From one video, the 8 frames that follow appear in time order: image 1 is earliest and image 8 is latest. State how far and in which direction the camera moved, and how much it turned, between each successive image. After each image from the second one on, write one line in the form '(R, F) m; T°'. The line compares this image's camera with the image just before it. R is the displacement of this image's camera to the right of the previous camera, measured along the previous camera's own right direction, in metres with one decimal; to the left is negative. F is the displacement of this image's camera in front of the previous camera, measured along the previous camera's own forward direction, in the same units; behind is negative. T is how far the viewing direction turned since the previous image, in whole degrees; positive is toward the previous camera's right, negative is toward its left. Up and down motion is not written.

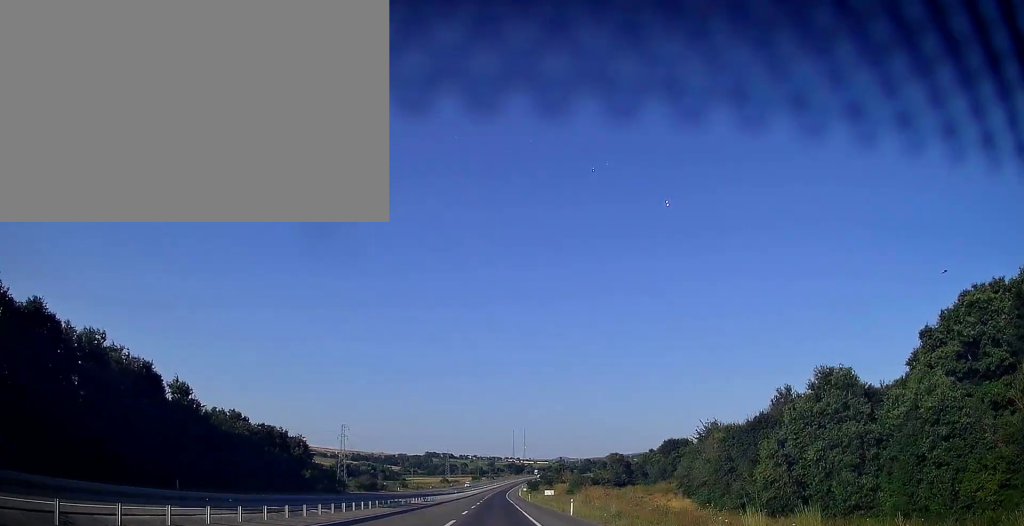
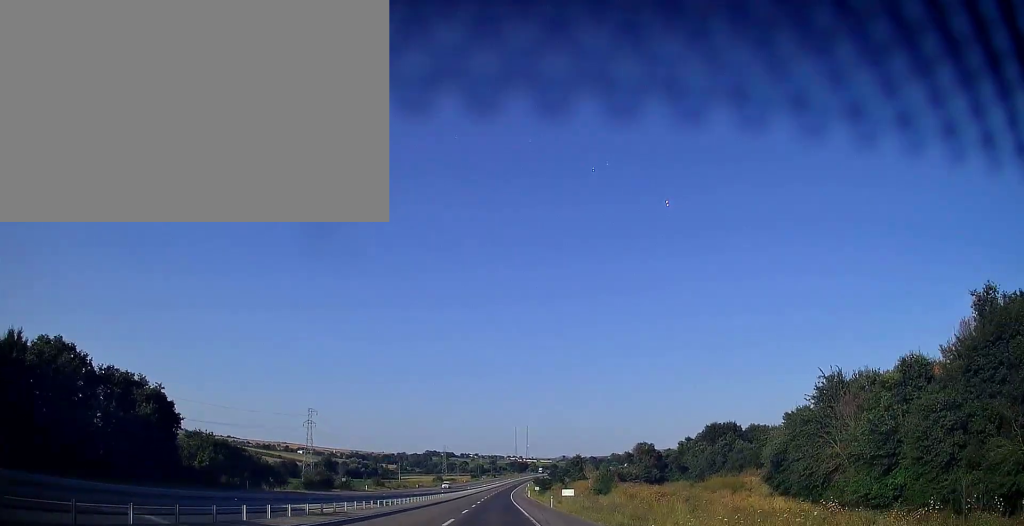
(+0.1, +36.2) m; 0°
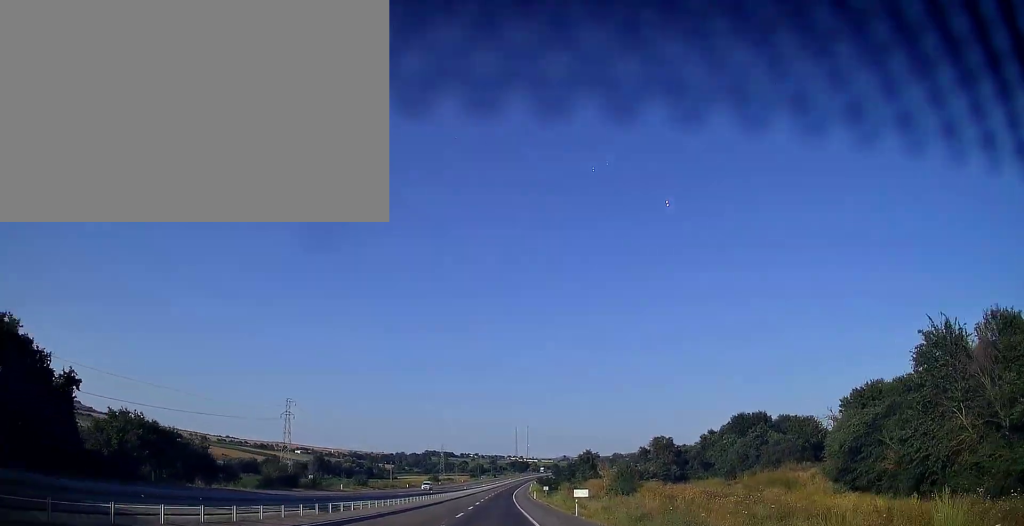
(-0.1, +16.7) m; 0°
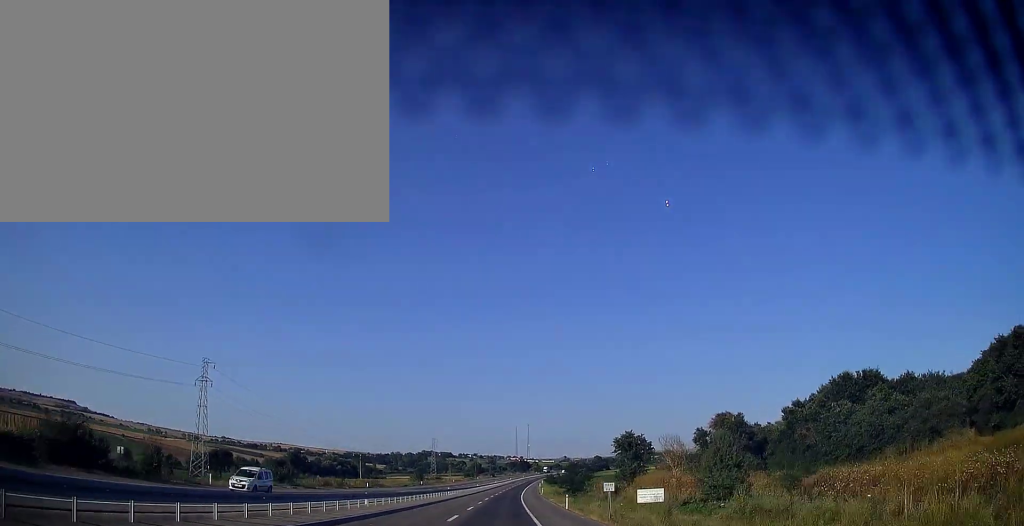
(0.0, +40.2) m; 0°
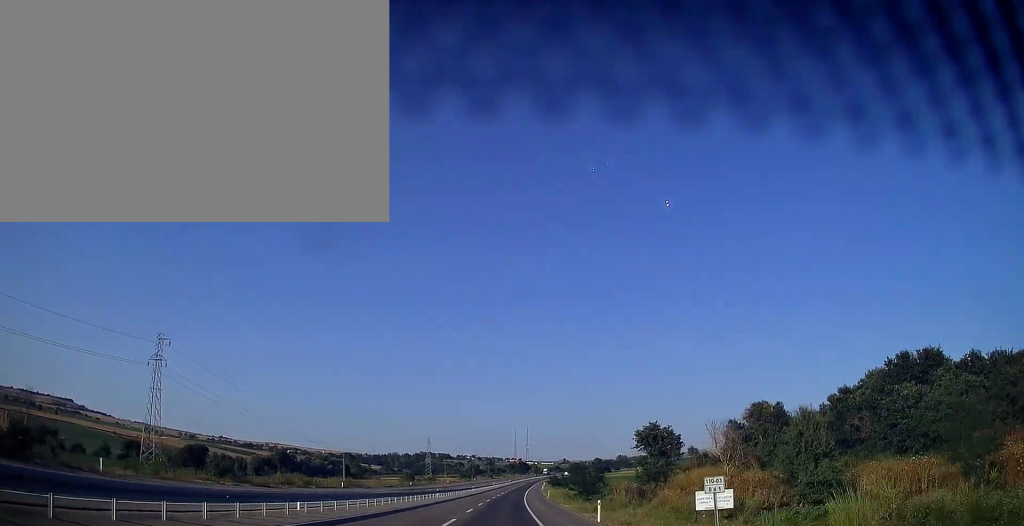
(0.0, +15.6) m; 0°
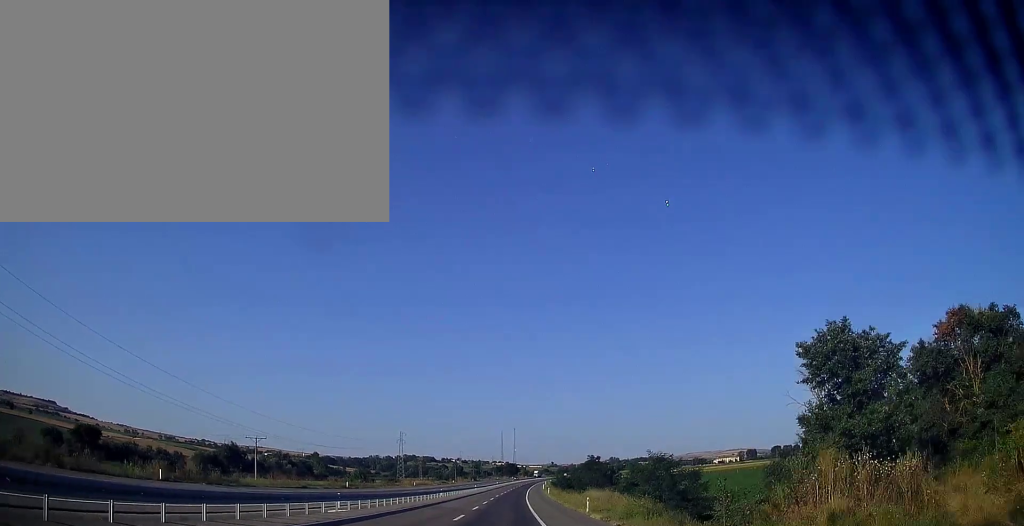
(+0.2, +43.0) m; +1°
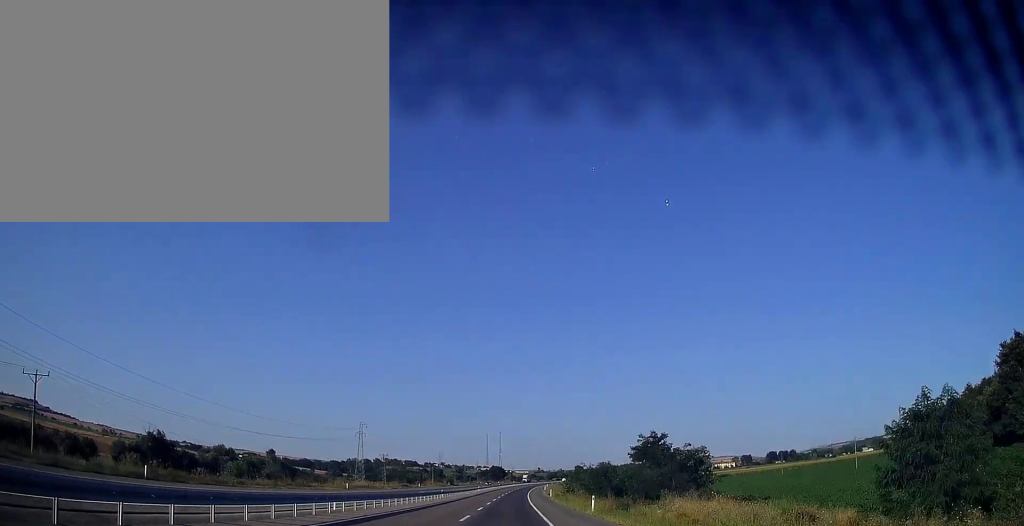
(+0.4, +47.8) m; +1°
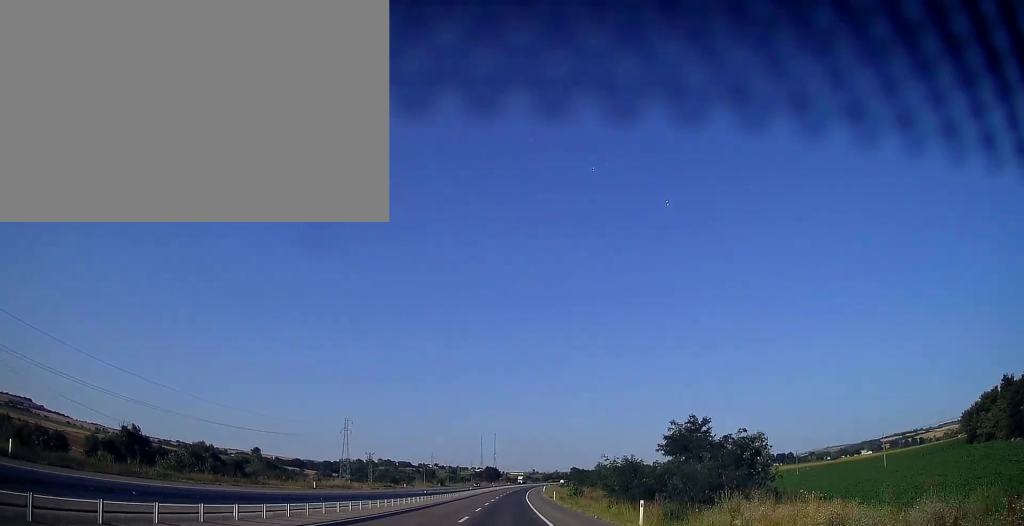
(+0.1, +13.7) m; +1°
